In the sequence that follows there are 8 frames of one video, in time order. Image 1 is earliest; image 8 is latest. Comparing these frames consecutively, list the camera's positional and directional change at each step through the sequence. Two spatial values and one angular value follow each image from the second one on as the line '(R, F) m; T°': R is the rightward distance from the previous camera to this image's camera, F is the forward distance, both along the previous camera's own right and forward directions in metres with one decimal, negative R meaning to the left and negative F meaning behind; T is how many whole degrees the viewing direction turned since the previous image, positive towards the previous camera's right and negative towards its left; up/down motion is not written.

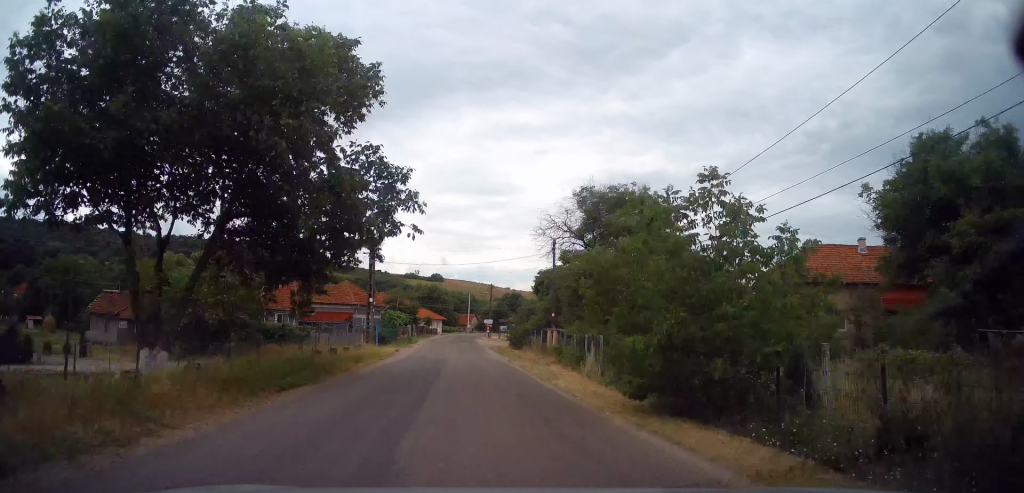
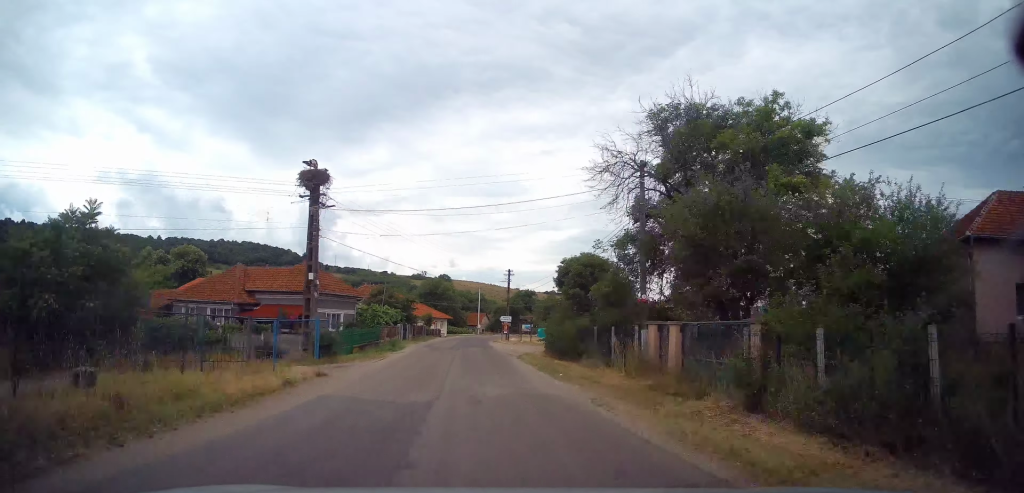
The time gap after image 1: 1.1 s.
(-0.4, +17.0) m; -1°
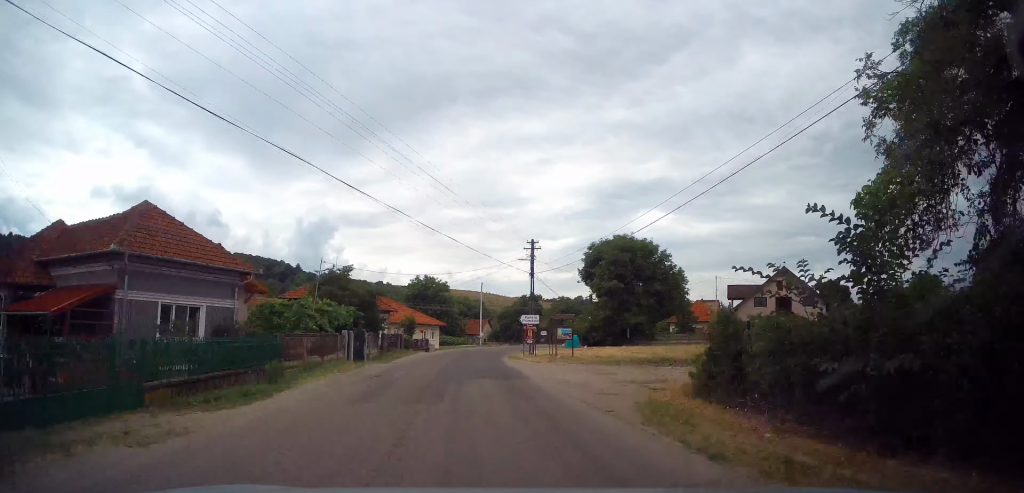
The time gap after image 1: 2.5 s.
(+0.1, +21.3) m; +1°
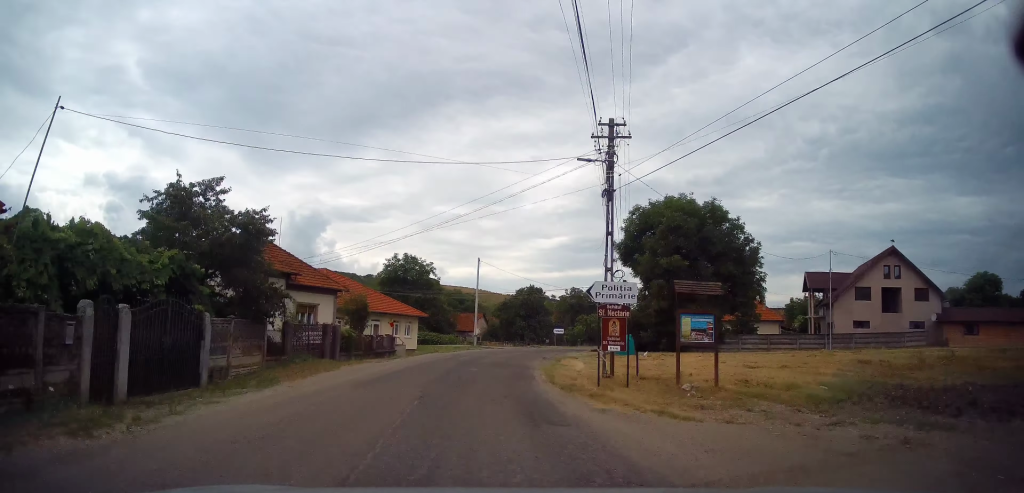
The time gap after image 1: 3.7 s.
(+0.5, +19.9) m; +2°
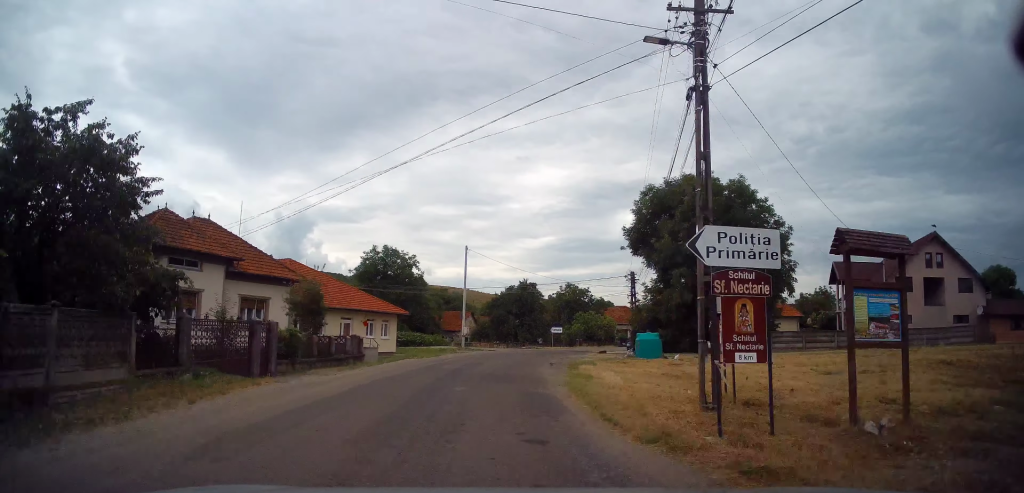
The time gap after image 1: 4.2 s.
(0.0, +6.8) m; +1°
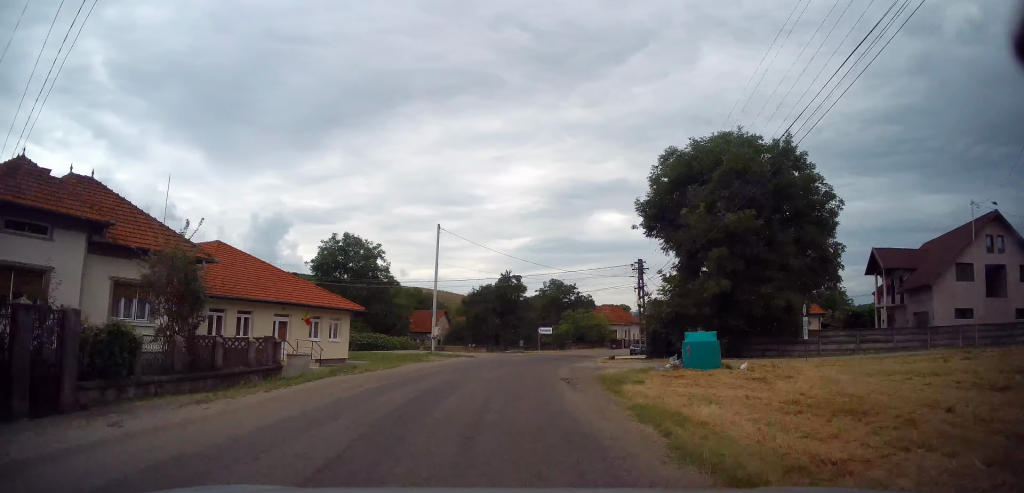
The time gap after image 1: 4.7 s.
(-0.3, +8.8) m; +2°
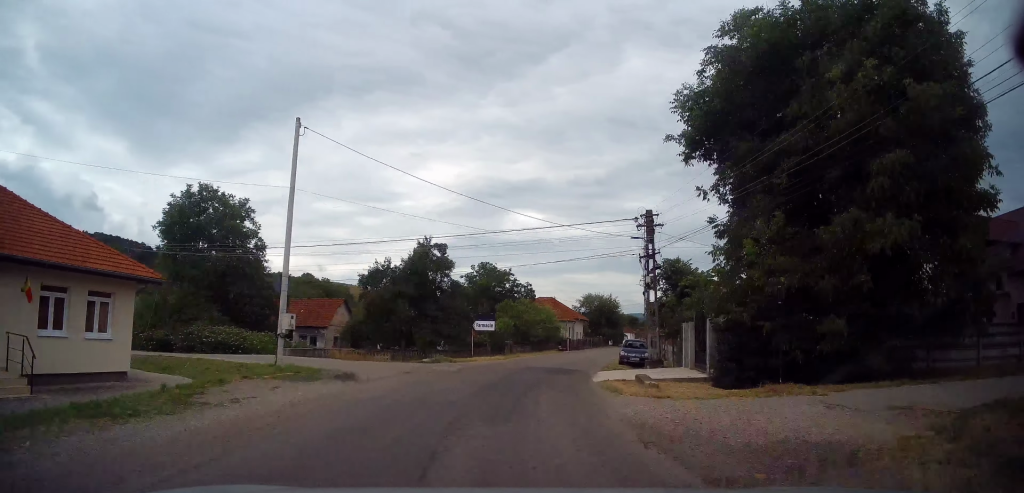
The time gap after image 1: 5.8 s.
(+1.2, +16.9) m; +10°
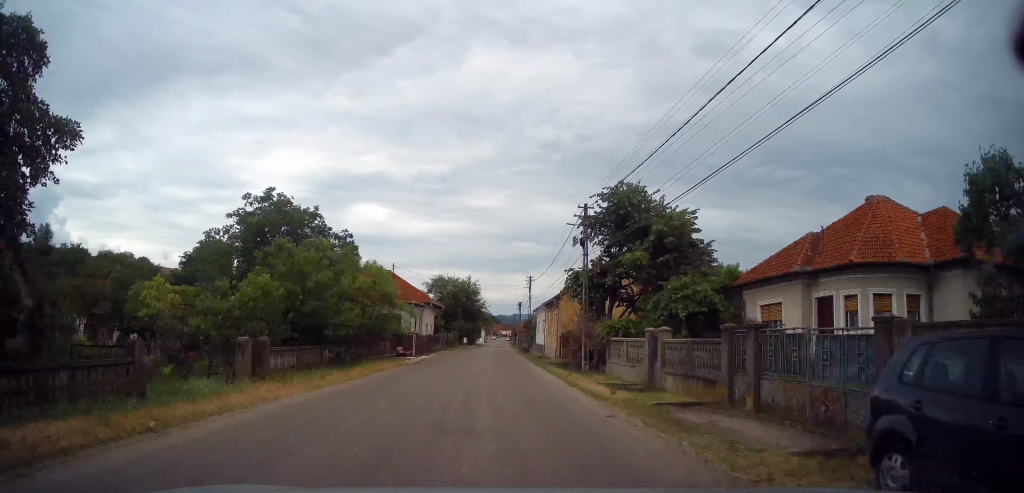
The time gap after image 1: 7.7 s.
(+4.1, +28.0) m; +14°
